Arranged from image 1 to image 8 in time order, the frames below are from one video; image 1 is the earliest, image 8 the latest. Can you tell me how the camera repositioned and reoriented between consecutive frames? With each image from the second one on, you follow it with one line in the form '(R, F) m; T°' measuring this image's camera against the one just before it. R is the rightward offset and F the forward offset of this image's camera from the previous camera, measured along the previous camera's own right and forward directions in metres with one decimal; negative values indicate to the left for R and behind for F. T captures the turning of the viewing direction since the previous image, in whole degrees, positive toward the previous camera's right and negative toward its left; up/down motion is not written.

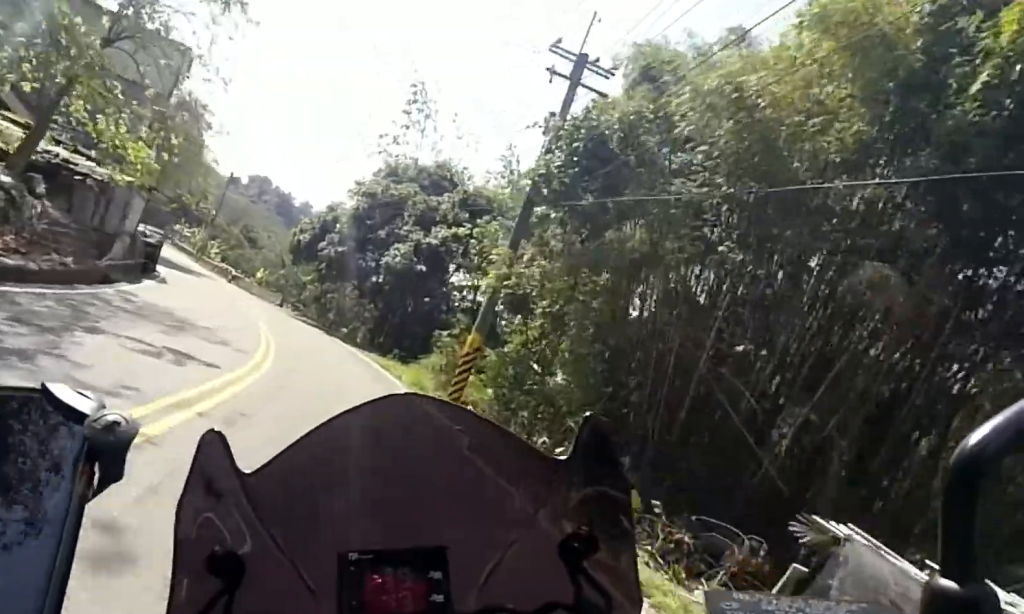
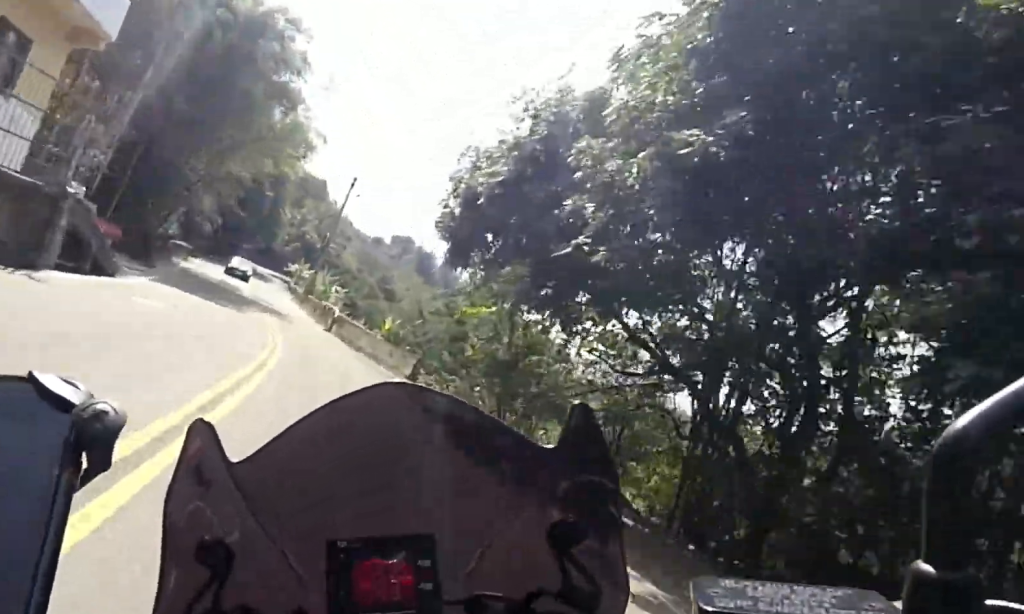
(-1.2, +21.8) m; -10°
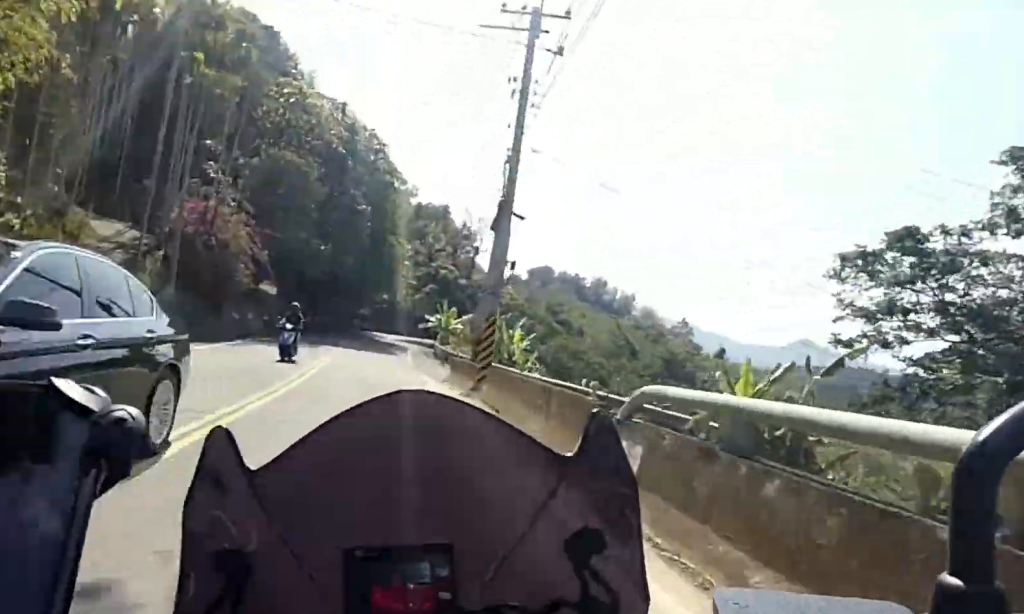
(-4.0, +27.4) m; -13°
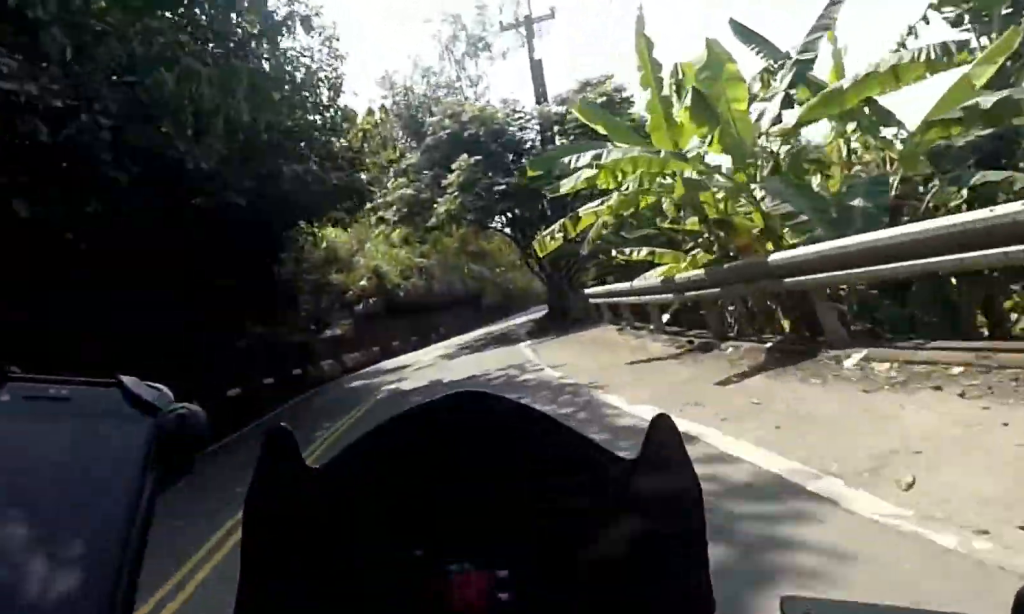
(+0.1, +38.7) m; +6°
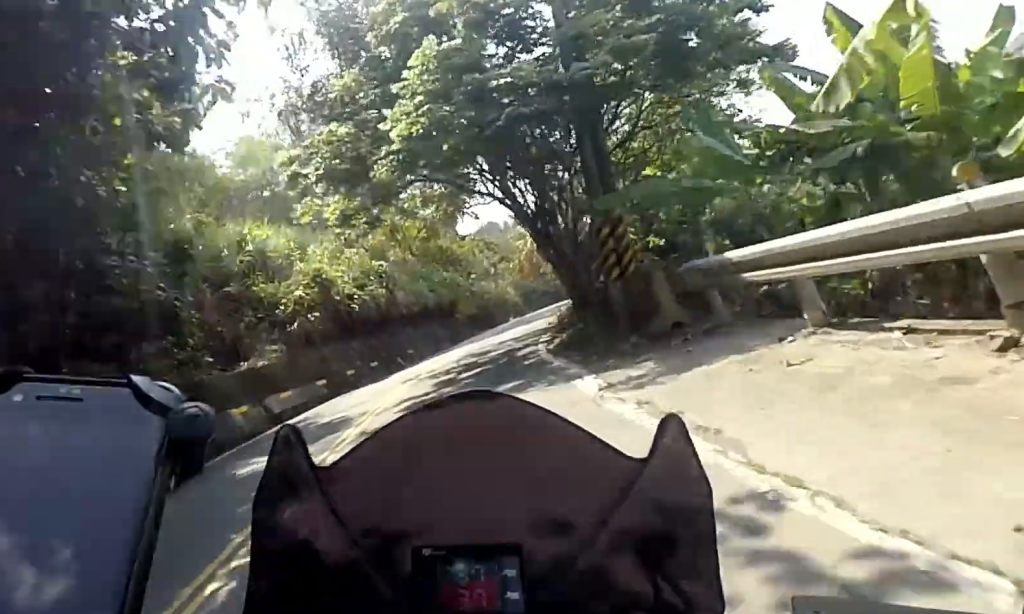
(+0.4, +9.0) m; +3°
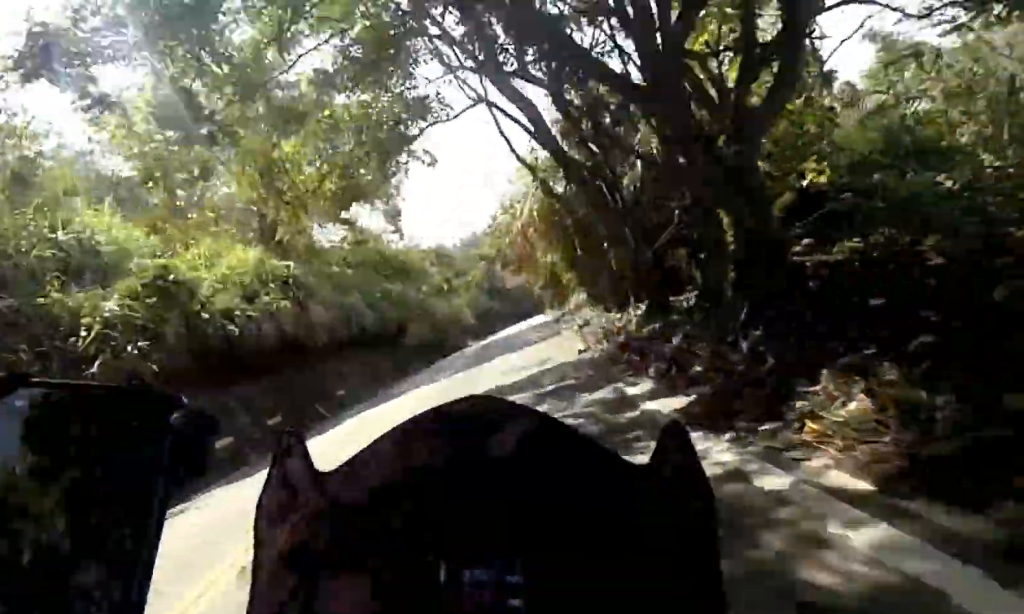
(0.0, +10.8) m; +4°
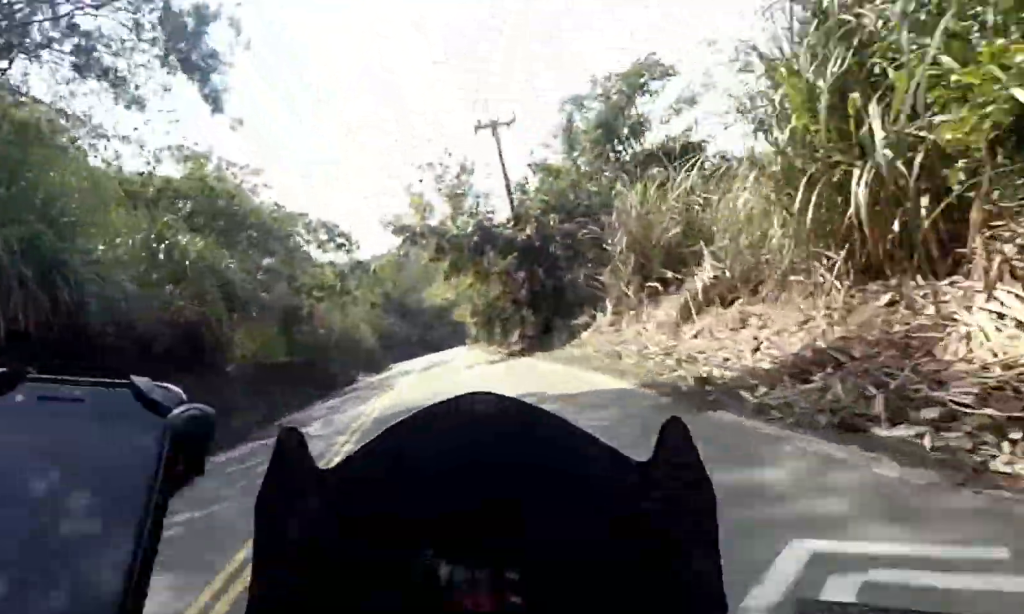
(+1.3, +19.7) m; +6°
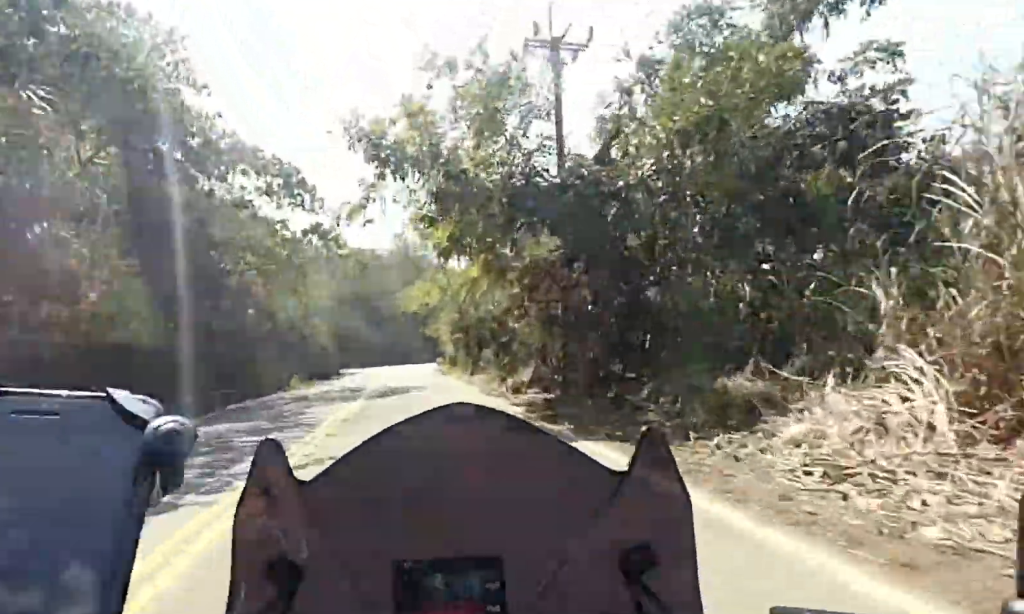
(+0.4, +9.2) m; +1°
